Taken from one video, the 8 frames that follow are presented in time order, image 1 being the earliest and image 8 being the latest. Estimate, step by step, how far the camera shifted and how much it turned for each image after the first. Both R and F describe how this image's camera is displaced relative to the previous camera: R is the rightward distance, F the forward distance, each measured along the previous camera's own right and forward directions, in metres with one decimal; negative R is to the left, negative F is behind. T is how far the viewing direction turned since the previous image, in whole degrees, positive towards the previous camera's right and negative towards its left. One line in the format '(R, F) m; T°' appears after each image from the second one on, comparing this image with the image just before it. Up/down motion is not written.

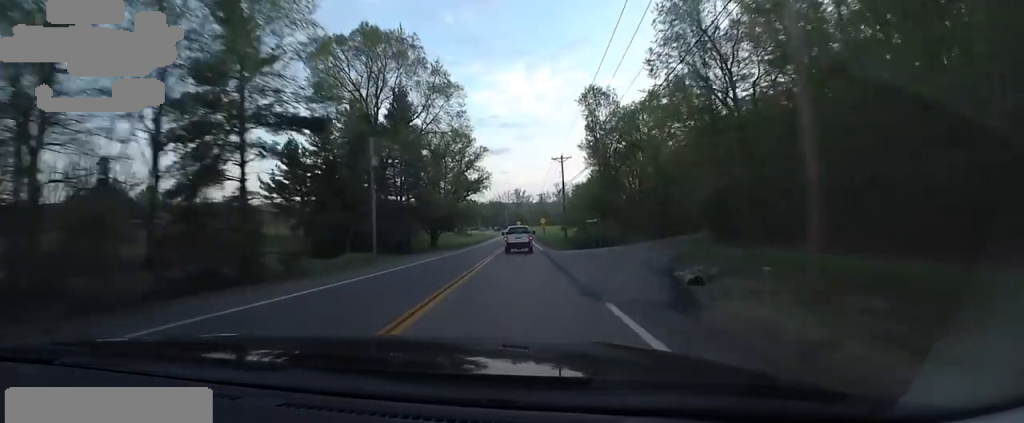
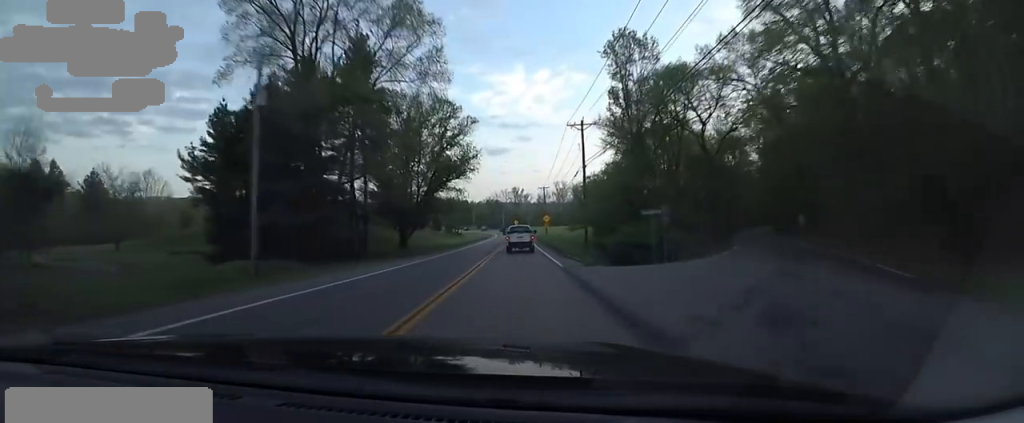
(0.0, +17.4) m; 0°
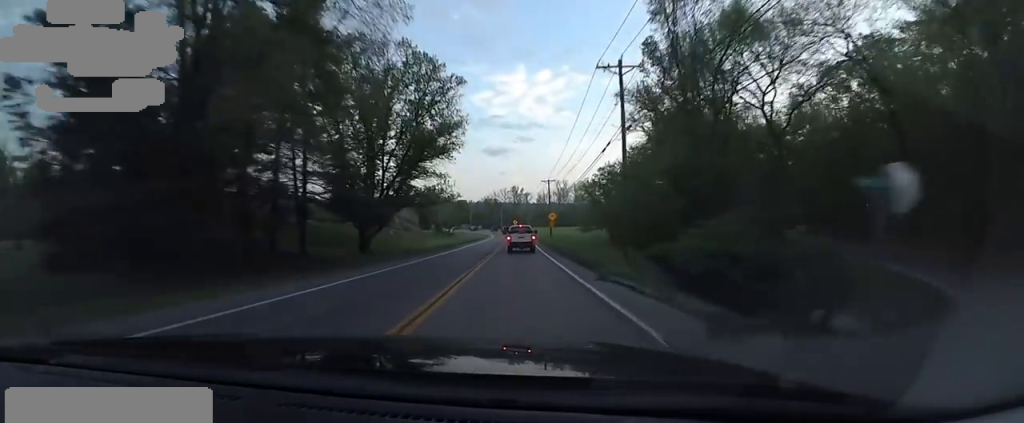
(0.0, +13.5) m; +1°
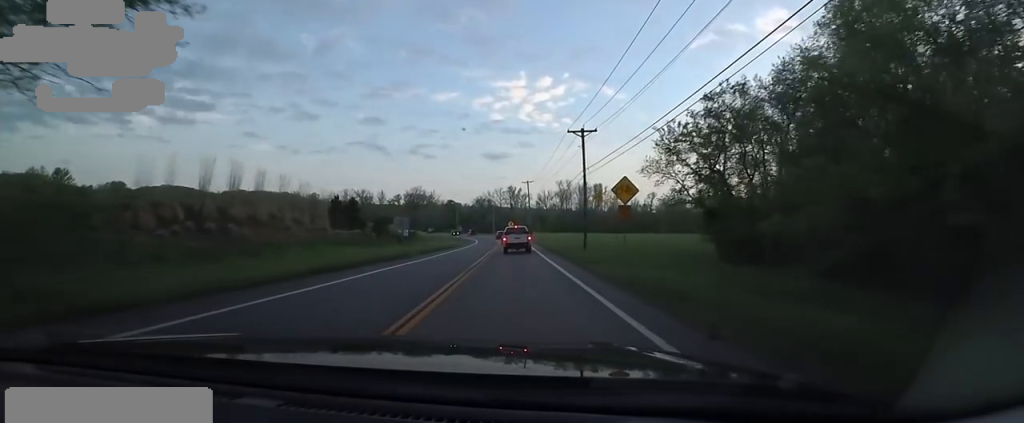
(+1.5, +40.8) m; +1°
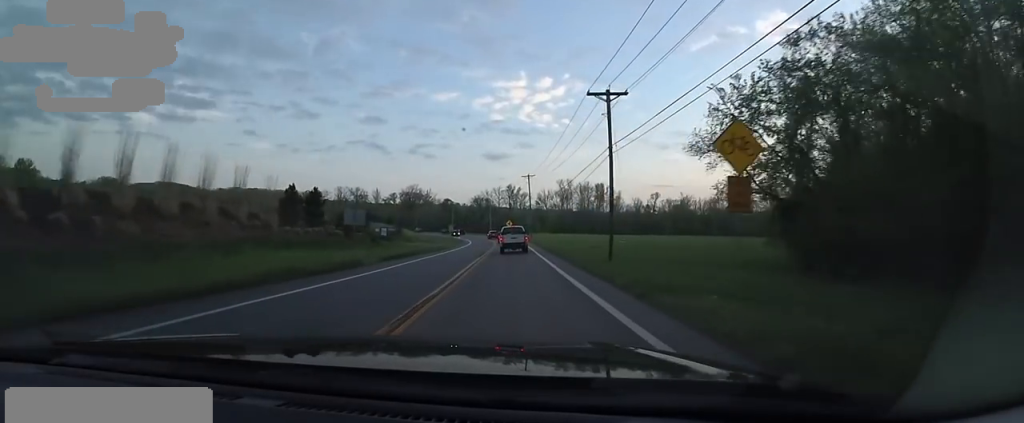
(-0.4, +10.3) m; -1°
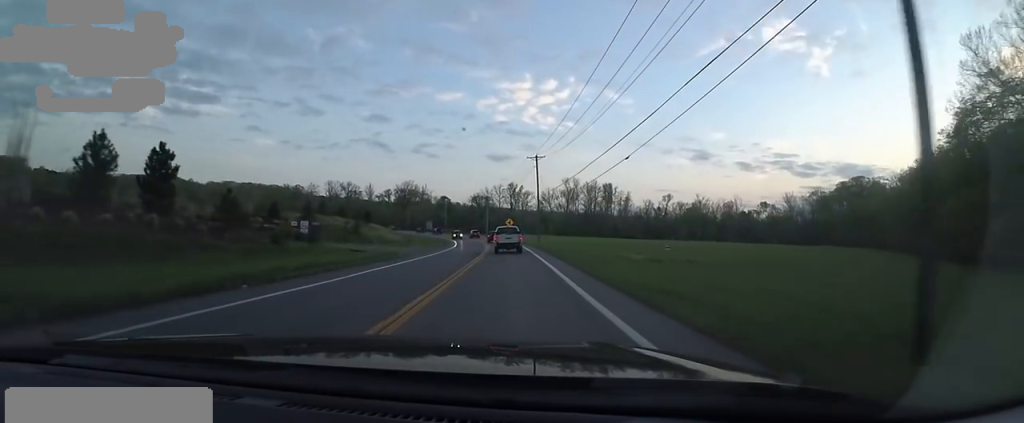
(-0.4, +21.6) m; -1°
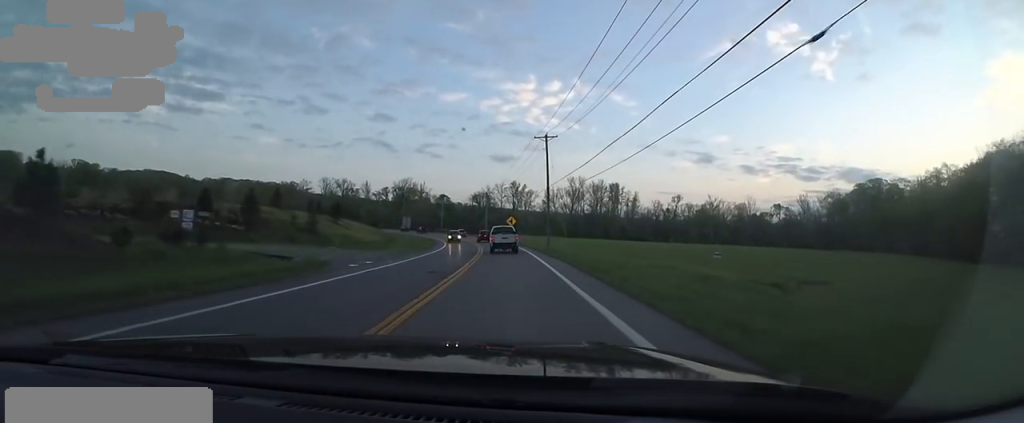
(0.0, +13.3) m; 0°
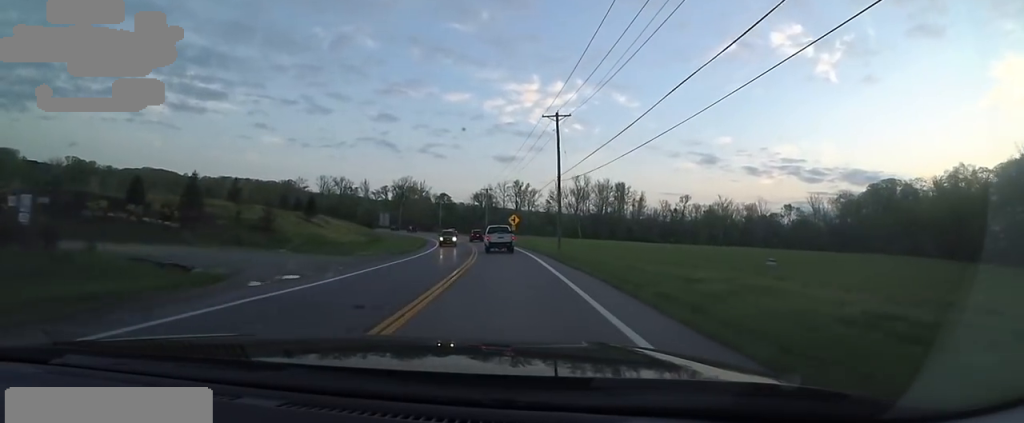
(0.0, +8.7) m; 0°
